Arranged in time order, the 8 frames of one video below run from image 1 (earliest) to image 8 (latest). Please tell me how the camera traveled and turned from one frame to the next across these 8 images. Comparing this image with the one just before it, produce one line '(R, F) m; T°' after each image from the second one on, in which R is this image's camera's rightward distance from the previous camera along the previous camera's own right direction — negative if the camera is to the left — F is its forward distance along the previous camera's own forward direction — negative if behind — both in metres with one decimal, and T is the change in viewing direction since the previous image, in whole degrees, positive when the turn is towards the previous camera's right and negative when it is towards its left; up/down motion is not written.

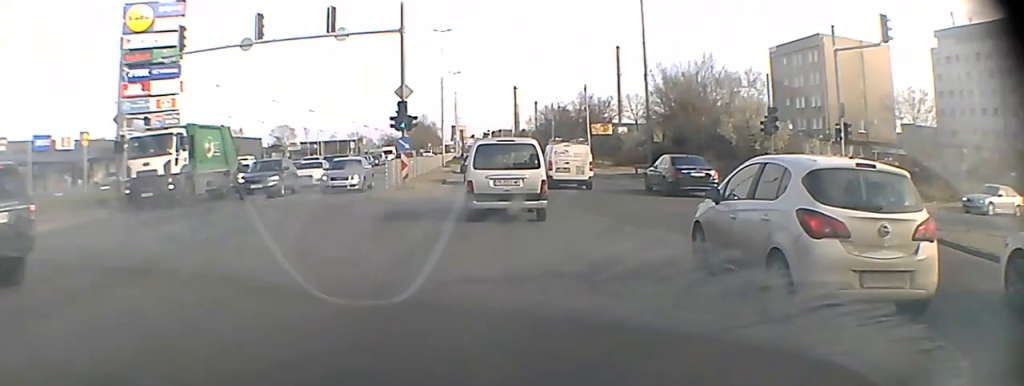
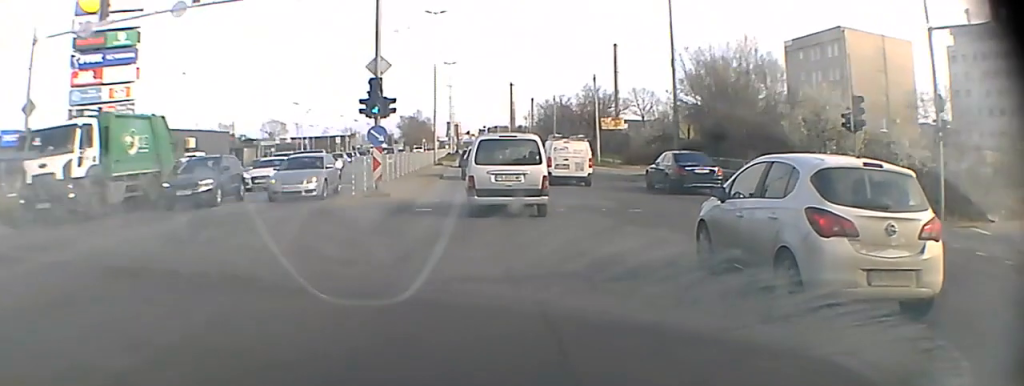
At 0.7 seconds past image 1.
(0.0, +7.3) m; 0°
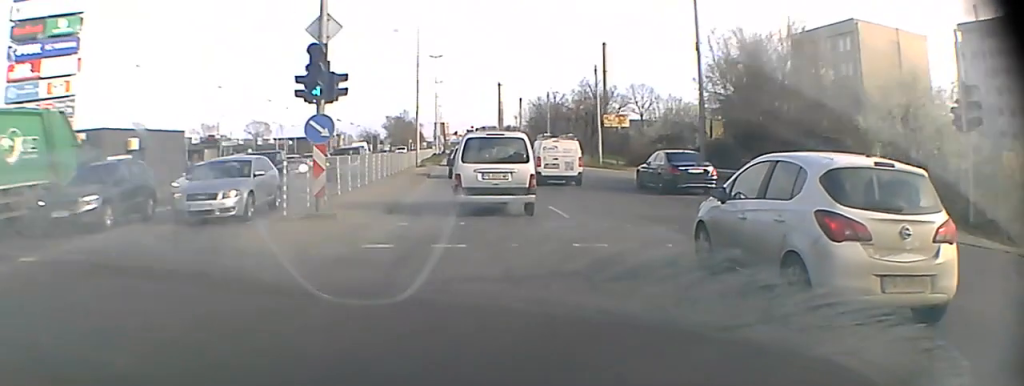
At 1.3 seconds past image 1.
(0.0, +6.6) m; 0°
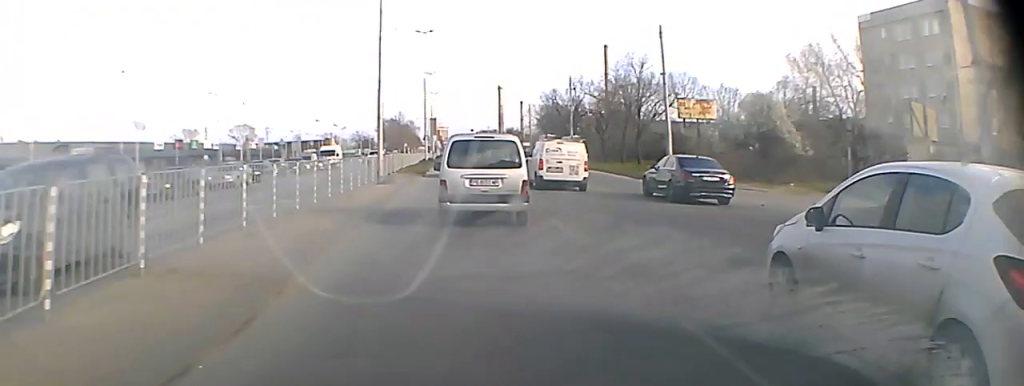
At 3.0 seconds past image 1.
(0.0, +20.7) m; 0°
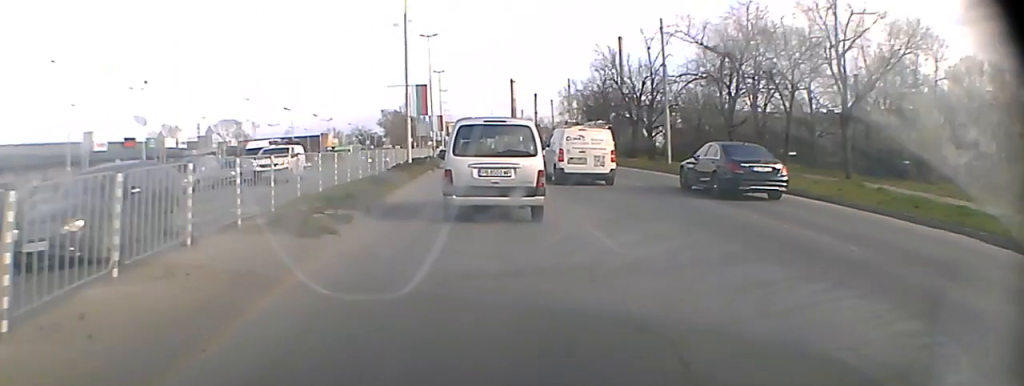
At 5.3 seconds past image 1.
(-0.3, +30.7) m; -1°
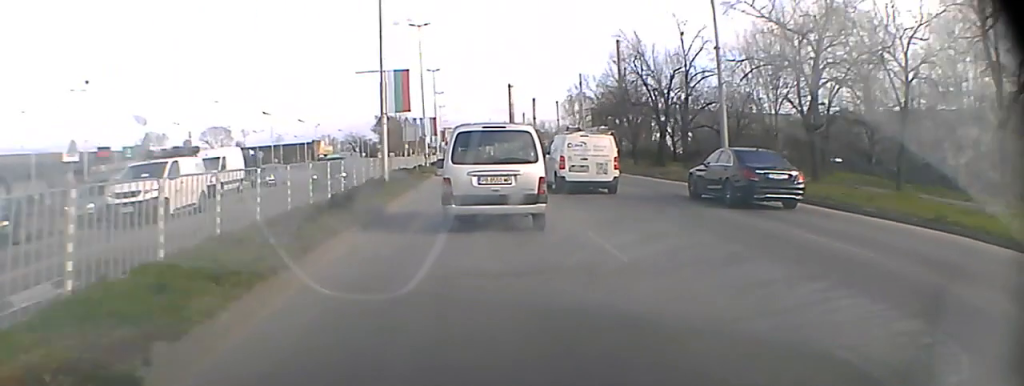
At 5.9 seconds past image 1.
(0.0, +8.5) m; 0°
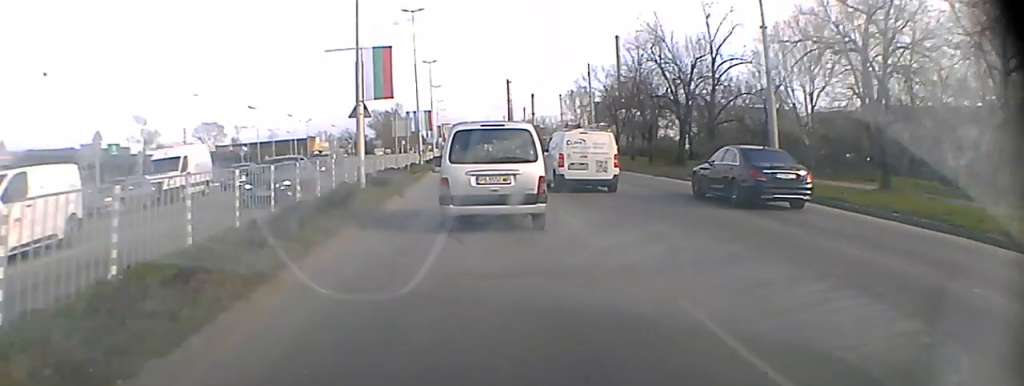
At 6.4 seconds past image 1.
(0.0, +7.1) m; 0°
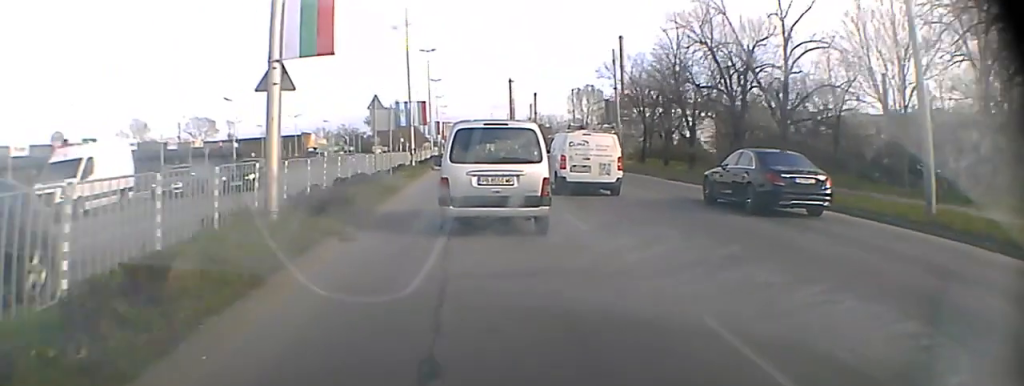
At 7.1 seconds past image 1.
(0.0, +10.1) m; 0°
